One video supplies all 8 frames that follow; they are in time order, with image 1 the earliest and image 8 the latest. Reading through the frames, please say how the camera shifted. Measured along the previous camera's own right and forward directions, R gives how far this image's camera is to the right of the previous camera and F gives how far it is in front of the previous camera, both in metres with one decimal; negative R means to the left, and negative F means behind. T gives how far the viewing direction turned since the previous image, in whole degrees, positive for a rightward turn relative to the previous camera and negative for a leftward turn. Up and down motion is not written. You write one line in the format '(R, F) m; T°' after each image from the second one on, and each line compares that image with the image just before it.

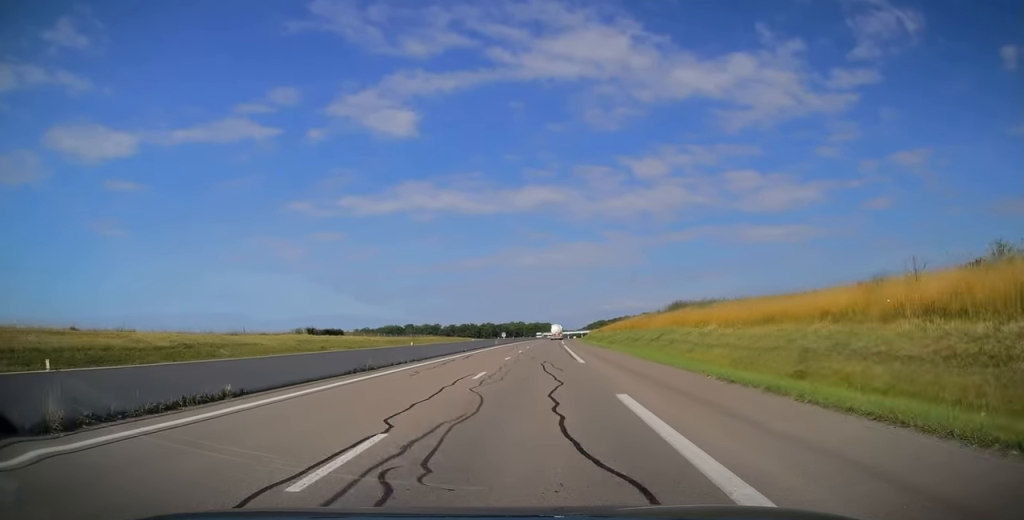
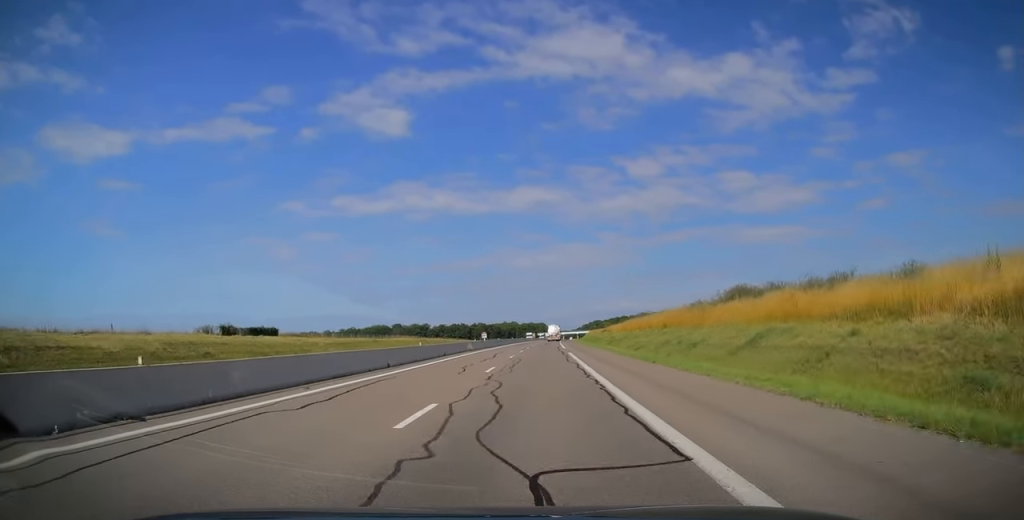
(0.0, +22.4) m; 0°
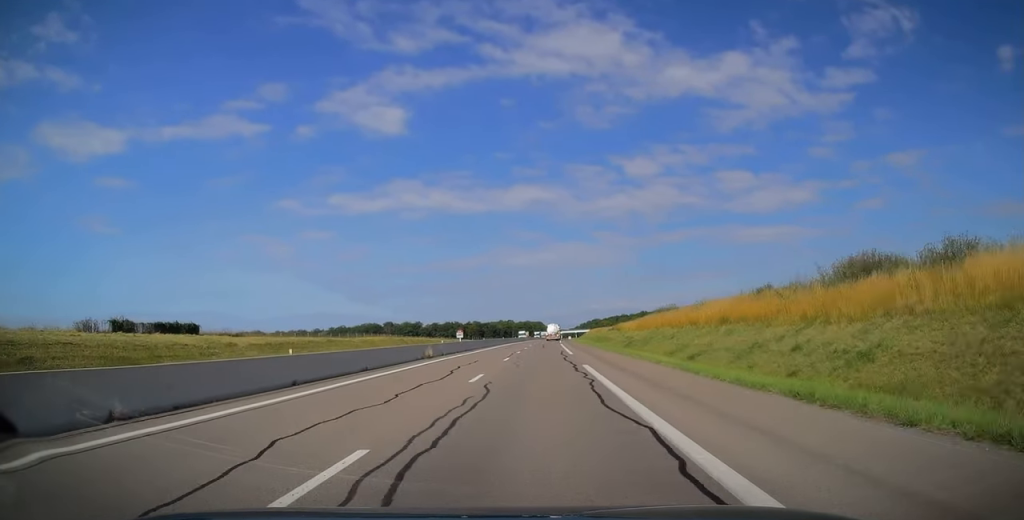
(0.0, +17.7) m; +1°
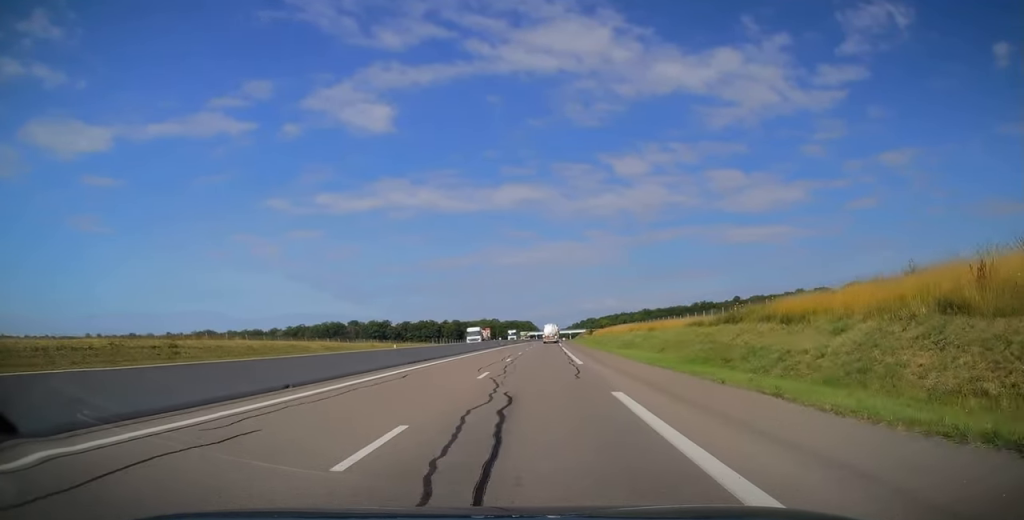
(+0.6, +62.0) m; 0°
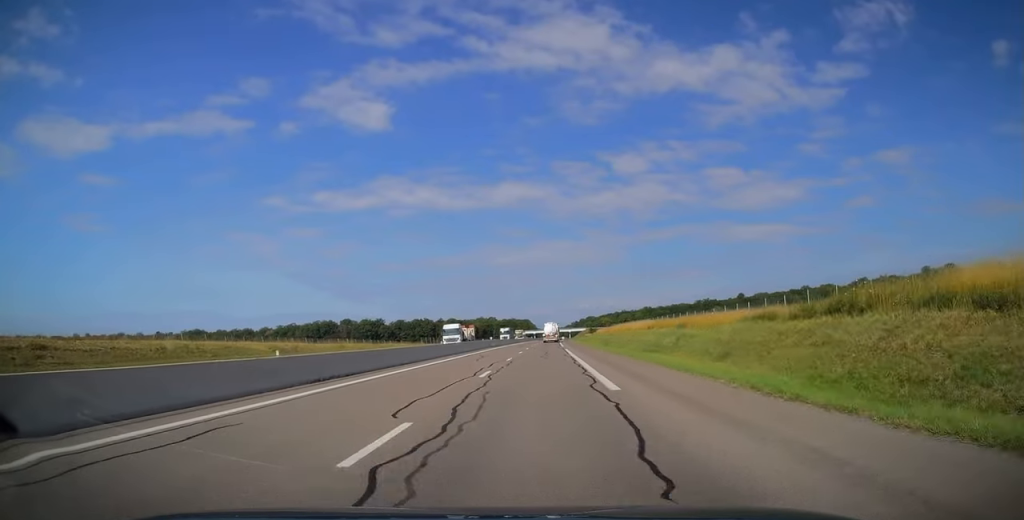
(0.0, +13.0) m; 0°
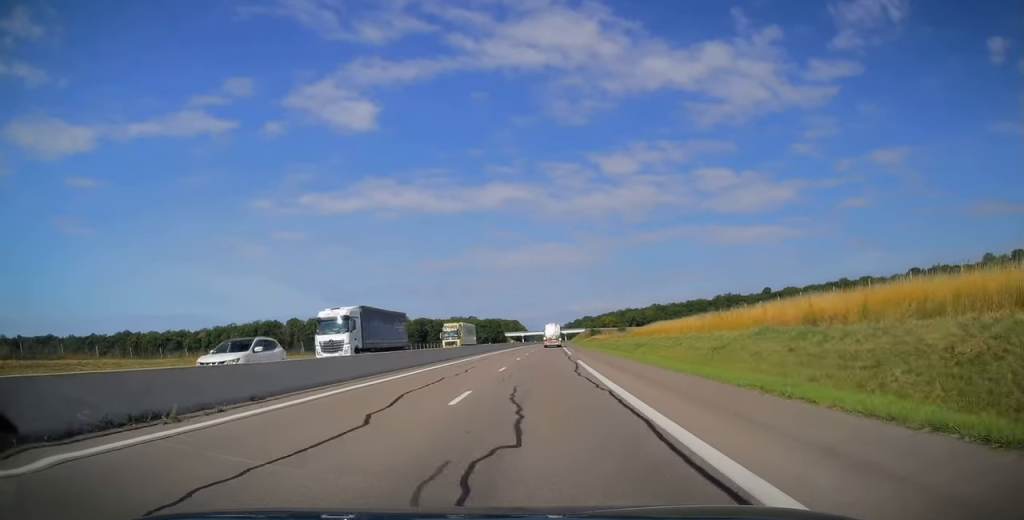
(+0.7, +71.8) m; +1°
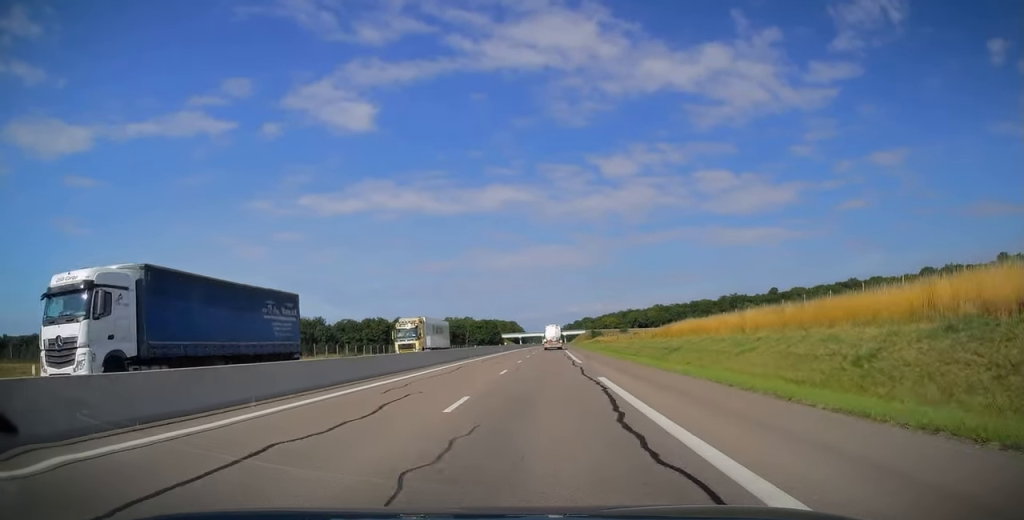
(0.0, +13.8) m; 0°
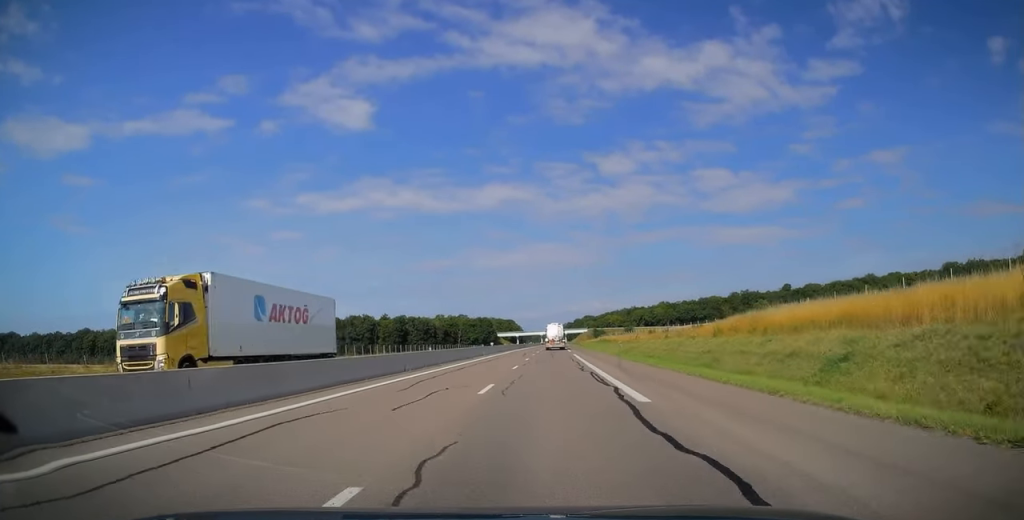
(0.0, +22.3) m; 0°
